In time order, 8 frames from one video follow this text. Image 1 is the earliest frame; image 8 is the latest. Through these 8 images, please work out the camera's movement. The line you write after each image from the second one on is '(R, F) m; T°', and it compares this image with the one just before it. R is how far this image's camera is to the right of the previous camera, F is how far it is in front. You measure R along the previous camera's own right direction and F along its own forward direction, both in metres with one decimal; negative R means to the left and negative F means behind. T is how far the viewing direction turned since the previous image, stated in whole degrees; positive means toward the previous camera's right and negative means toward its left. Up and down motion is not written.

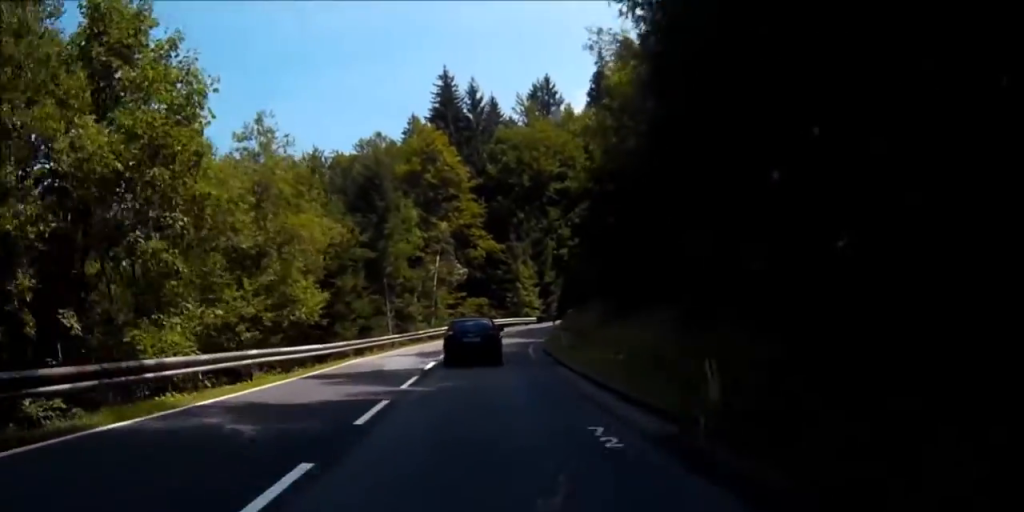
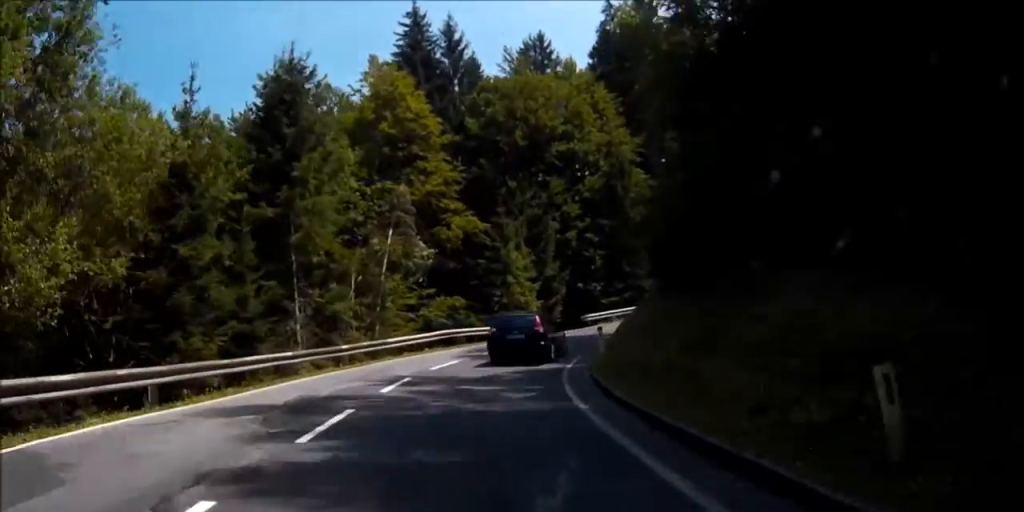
(+0.5, +18.5) m; +9°
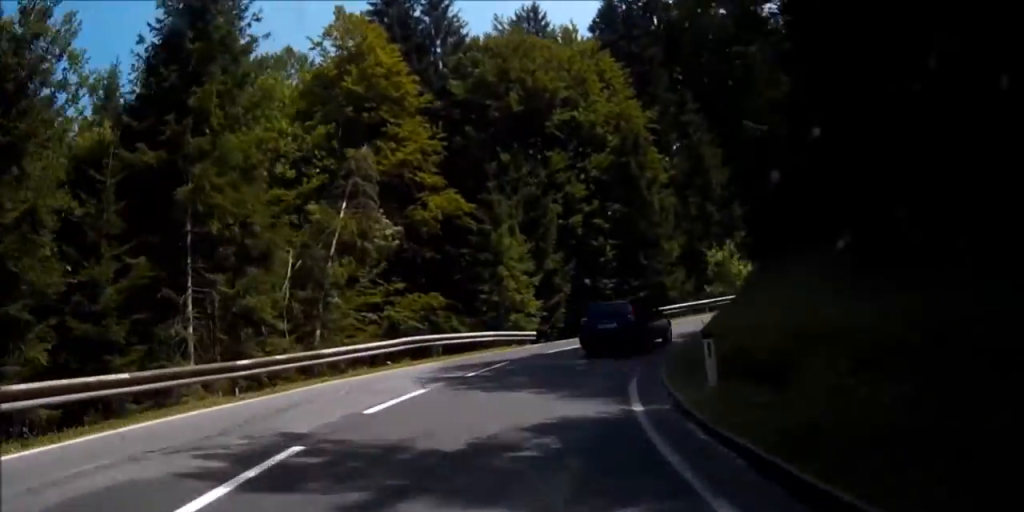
(-0.2, +9.1) m; +10°
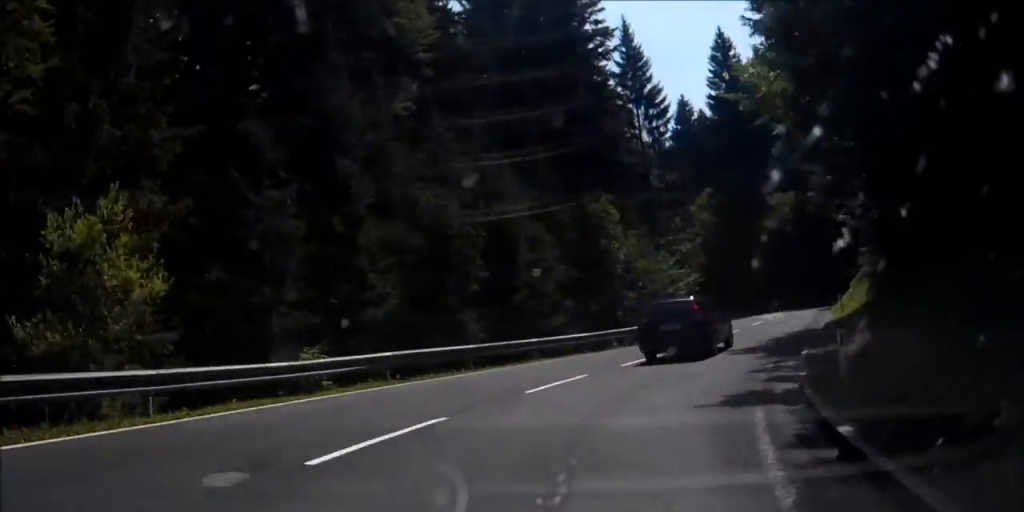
(+13.2, +25.6) m; +50°
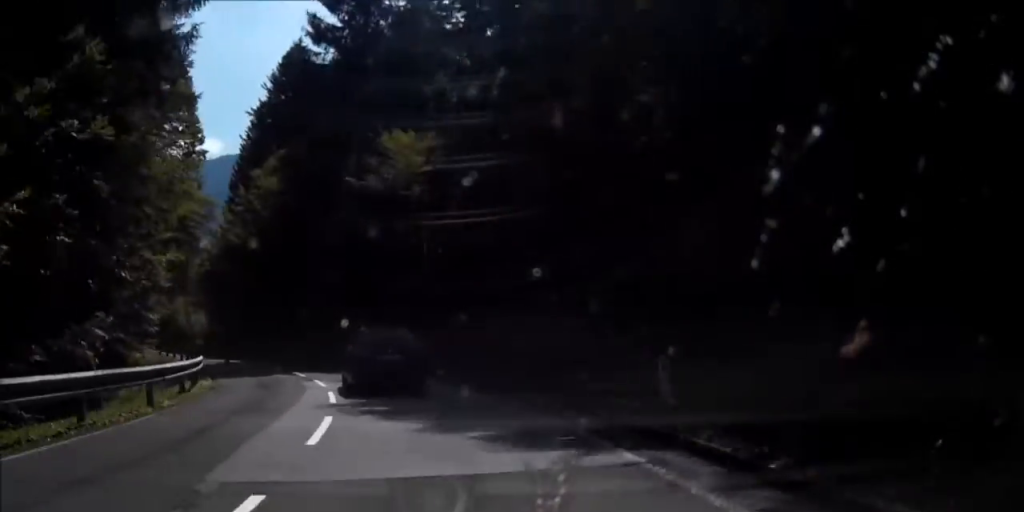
(+8.0, +37.6) m; +8°
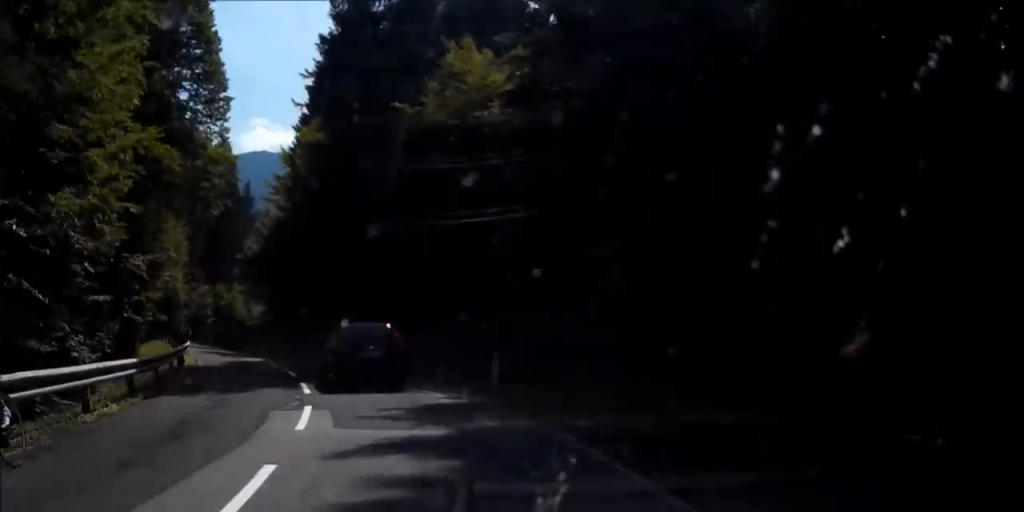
(+0.4, +10.7) m; -6°
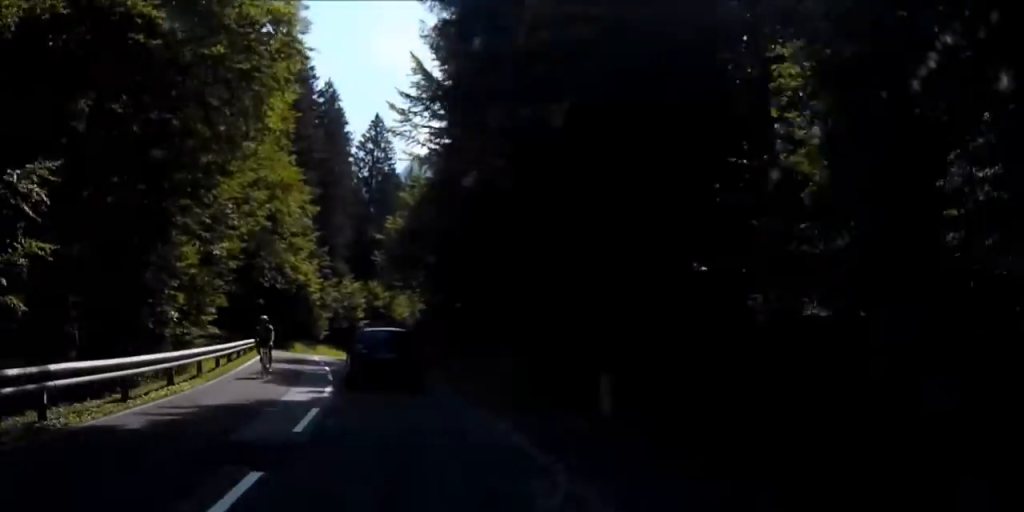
(-3.0, +18.6) m; -16°
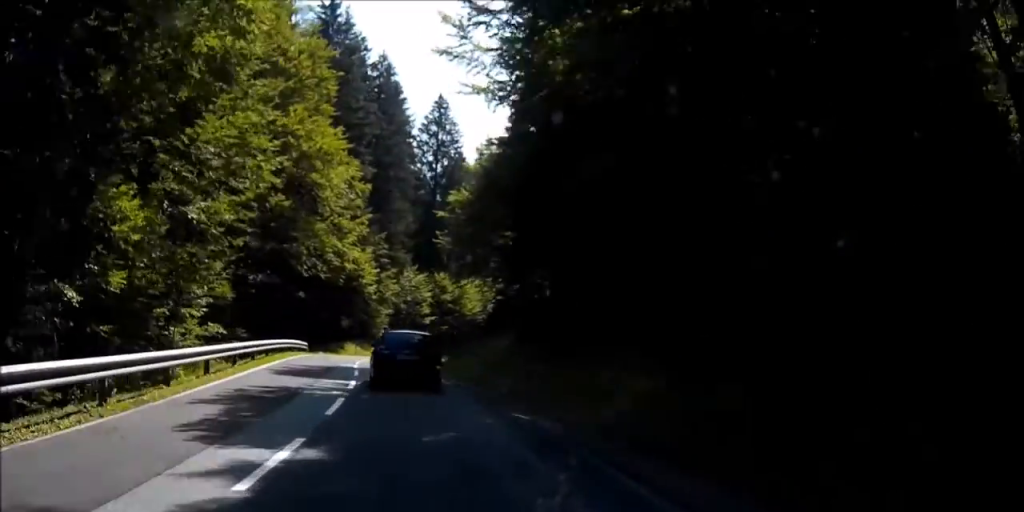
(-1.0, +10.1) m; -4°
